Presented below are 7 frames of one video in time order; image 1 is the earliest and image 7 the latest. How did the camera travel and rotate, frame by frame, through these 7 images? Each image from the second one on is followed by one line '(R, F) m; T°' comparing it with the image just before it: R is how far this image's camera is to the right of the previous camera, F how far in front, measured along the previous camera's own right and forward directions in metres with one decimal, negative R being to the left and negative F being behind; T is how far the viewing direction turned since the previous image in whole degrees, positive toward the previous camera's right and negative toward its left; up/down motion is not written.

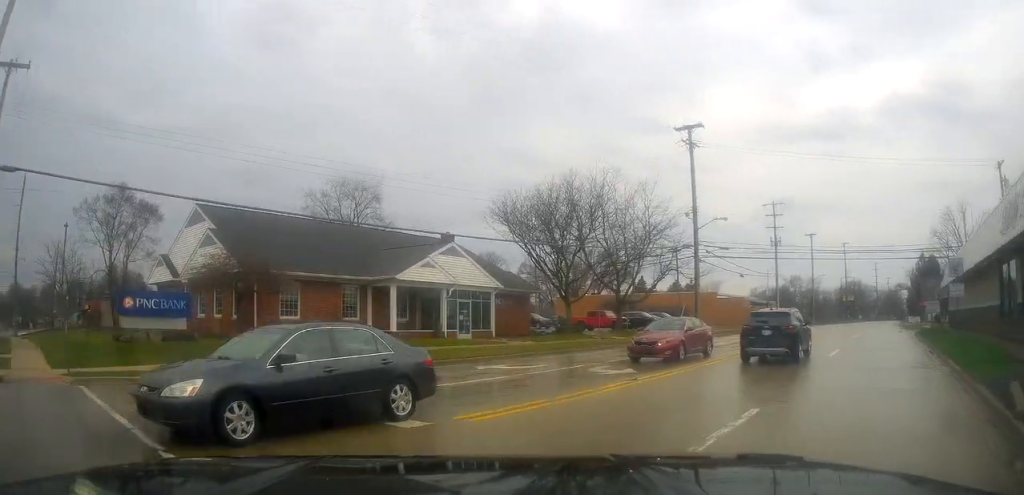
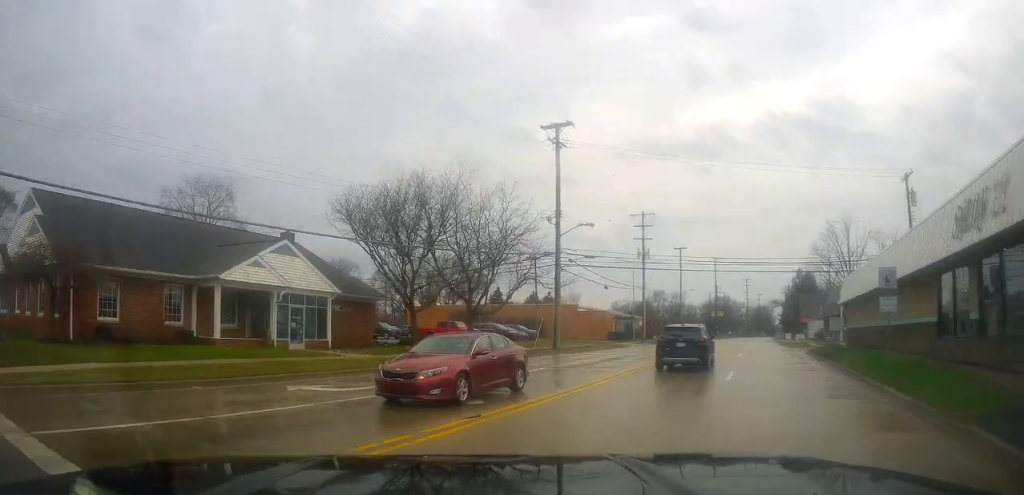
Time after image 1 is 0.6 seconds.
(+0.3, +3.8) m; +9°
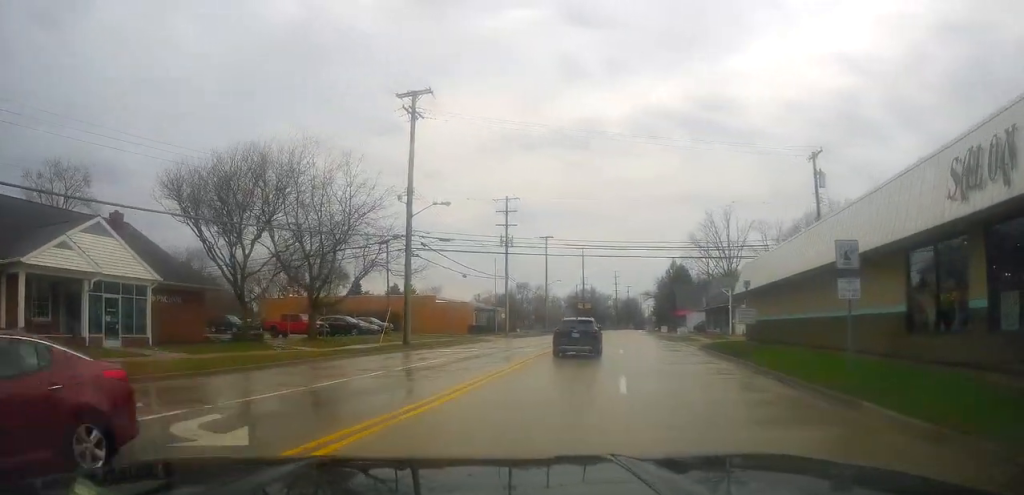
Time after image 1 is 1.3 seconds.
(+0.3, +4.5) m; +7°
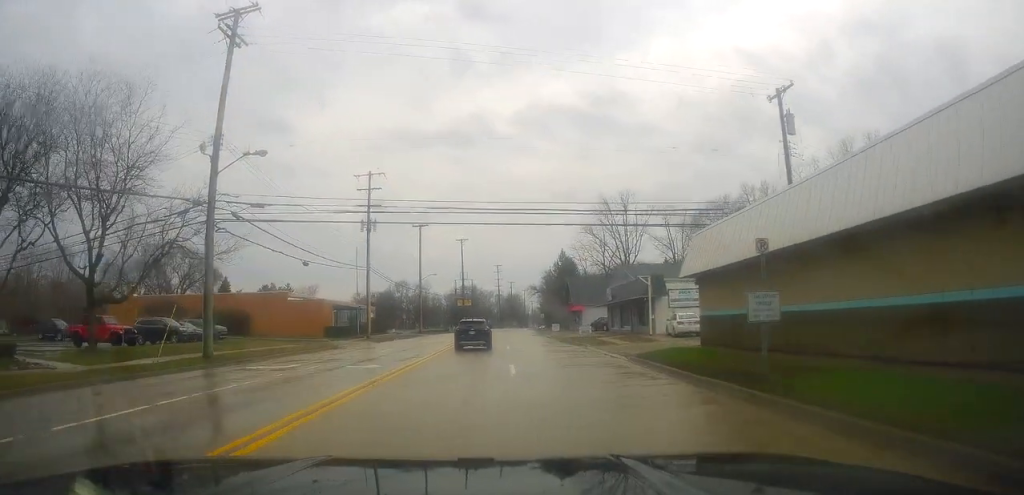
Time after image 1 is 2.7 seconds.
(+1.6, +10.1) m; +16°
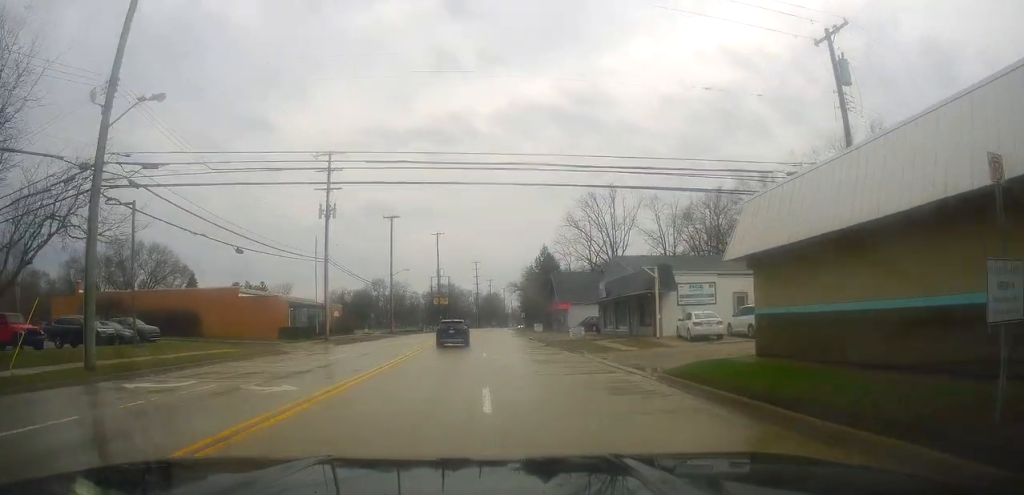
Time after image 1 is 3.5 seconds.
(+0.6, +6.5) m; +5°
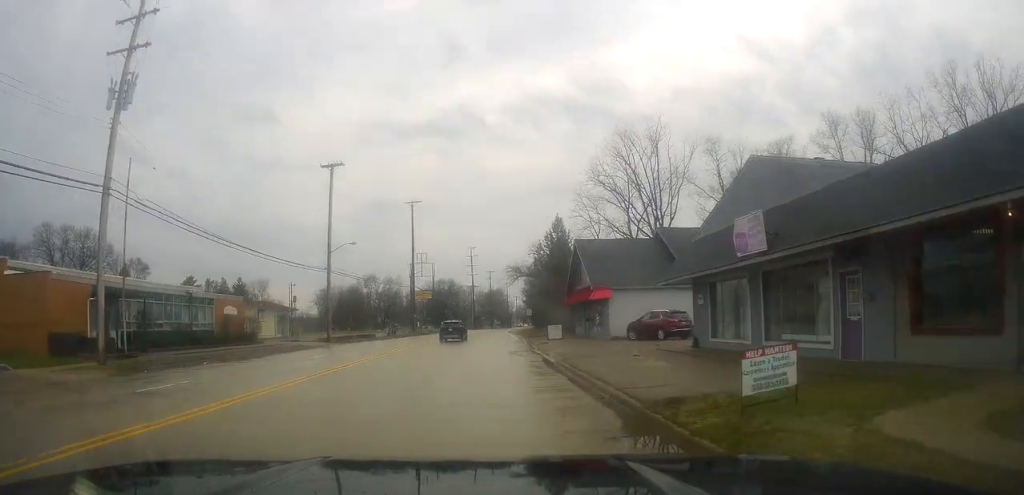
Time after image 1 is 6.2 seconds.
(+1.8, +27.8) m; +5°
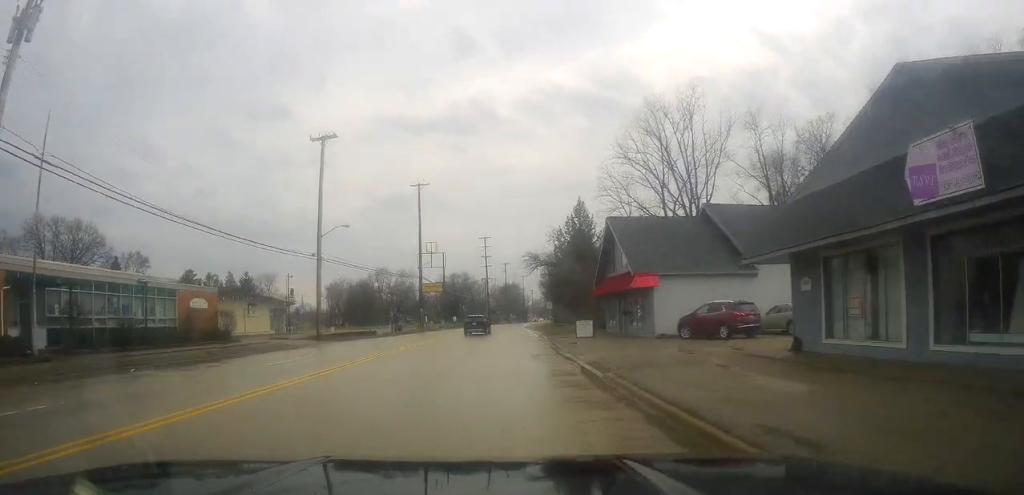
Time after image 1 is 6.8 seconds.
(0.0, +7.6) m; -3°
